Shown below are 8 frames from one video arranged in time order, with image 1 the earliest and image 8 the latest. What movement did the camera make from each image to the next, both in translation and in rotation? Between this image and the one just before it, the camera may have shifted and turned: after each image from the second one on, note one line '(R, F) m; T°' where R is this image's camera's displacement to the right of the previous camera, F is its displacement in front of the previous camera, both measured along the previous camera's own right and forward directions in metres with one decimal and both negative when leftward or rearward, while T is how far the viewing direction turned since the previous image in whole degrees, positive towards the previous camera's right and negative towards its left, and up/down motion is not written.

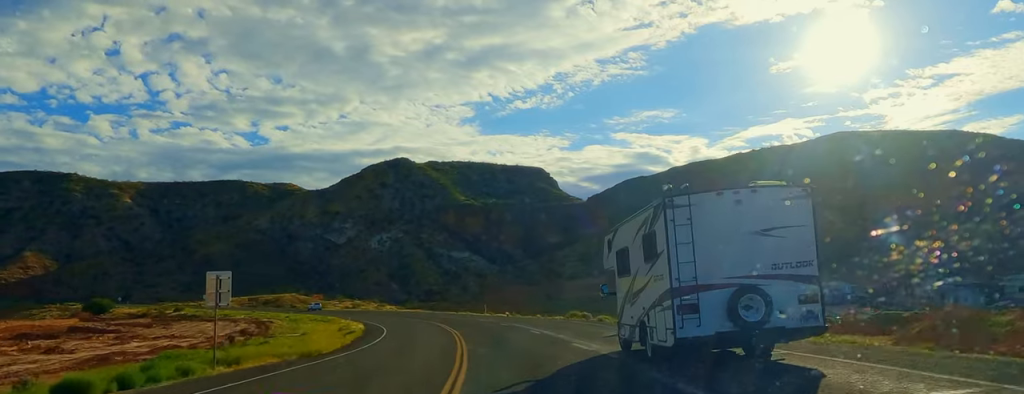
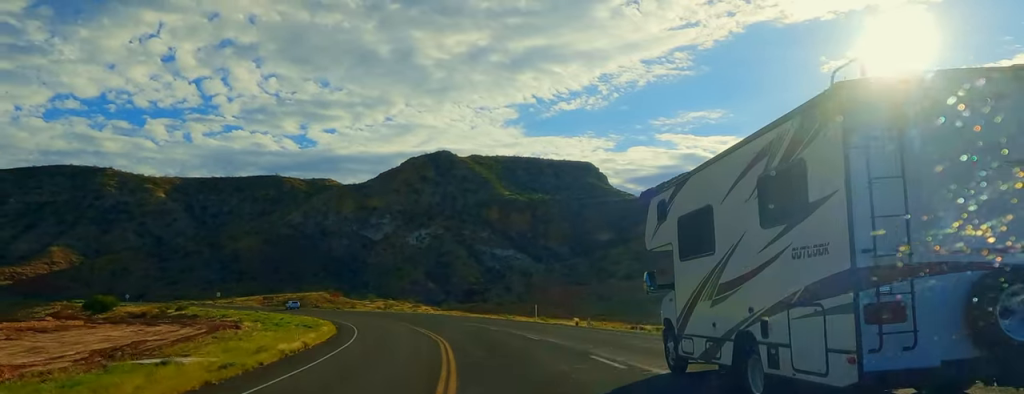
(-0.9, +30.3) m; -5°
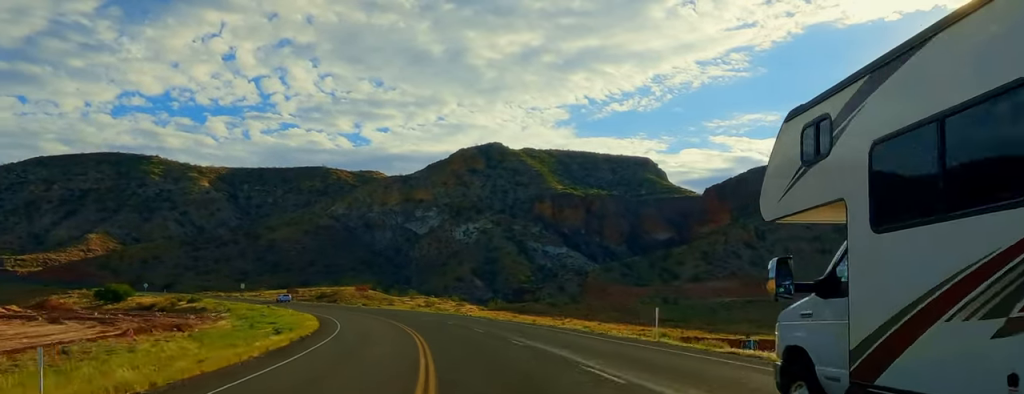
(-1.5, +25.4) m; -5°
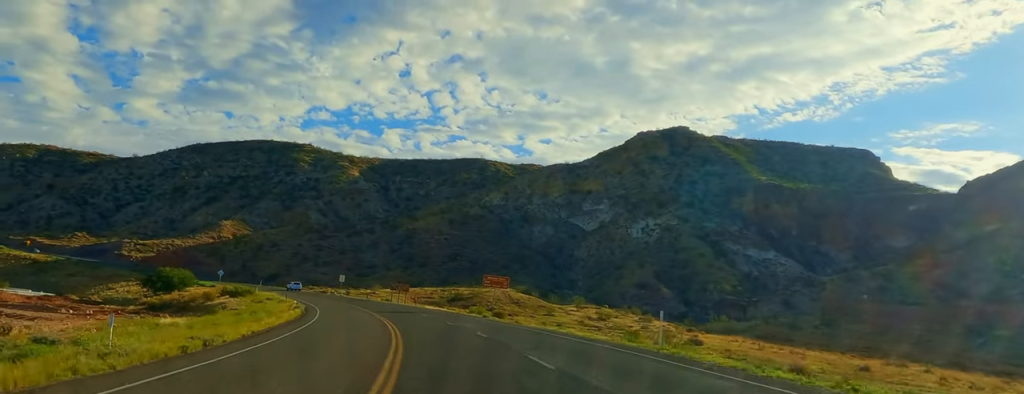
(-7.9, +68.4) m; -13°
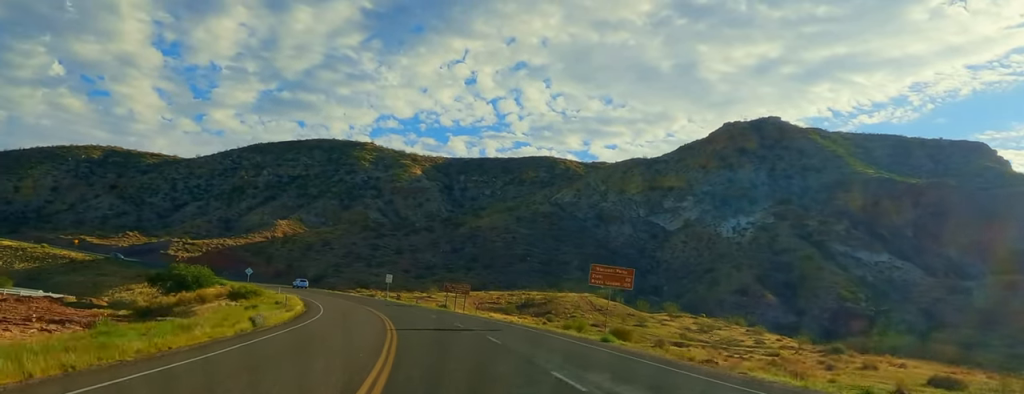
(-1.5, +27.2) m; -4°
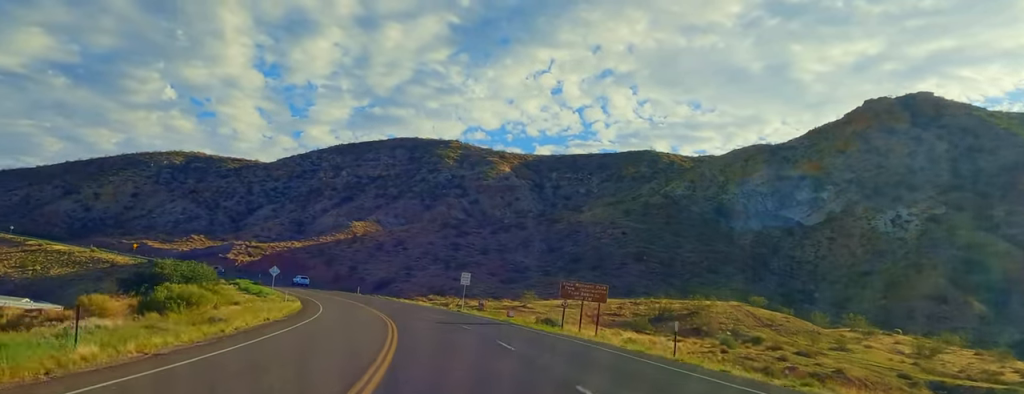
(-1.8, +38.6) m; -6°
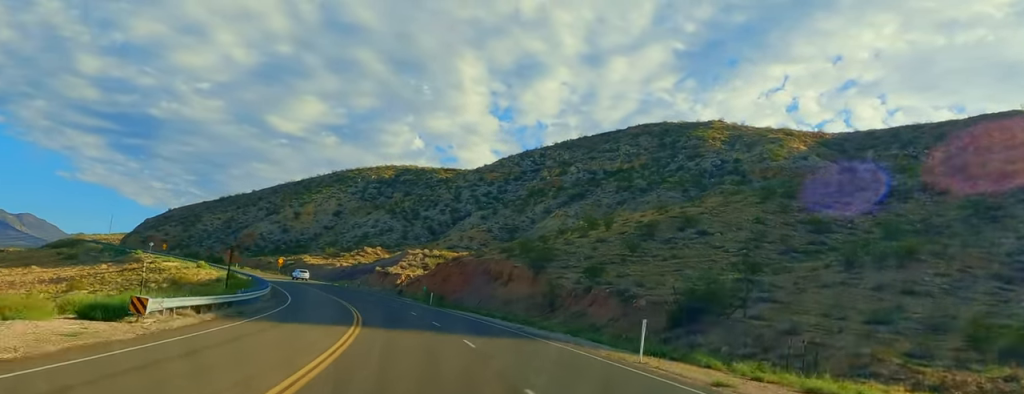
(-16.9, +96.2) m; -21°
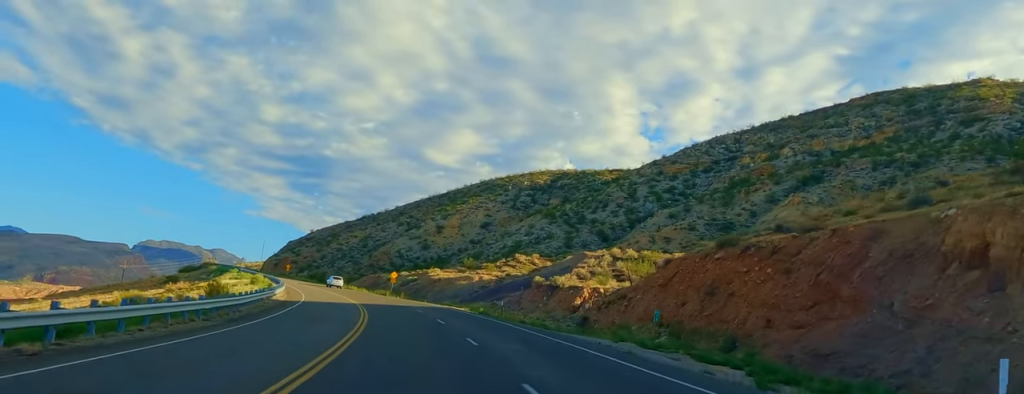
(-4.9, +60.0) m; -12°
